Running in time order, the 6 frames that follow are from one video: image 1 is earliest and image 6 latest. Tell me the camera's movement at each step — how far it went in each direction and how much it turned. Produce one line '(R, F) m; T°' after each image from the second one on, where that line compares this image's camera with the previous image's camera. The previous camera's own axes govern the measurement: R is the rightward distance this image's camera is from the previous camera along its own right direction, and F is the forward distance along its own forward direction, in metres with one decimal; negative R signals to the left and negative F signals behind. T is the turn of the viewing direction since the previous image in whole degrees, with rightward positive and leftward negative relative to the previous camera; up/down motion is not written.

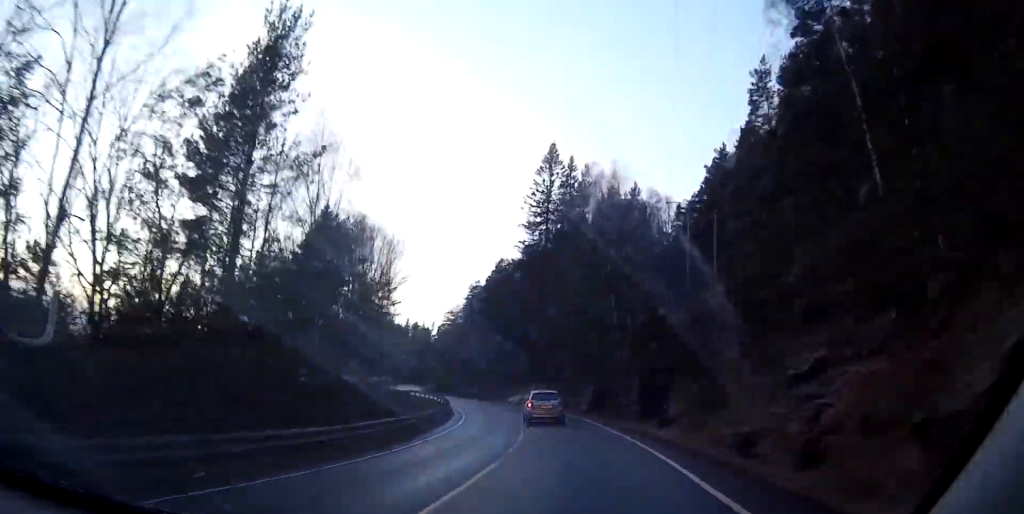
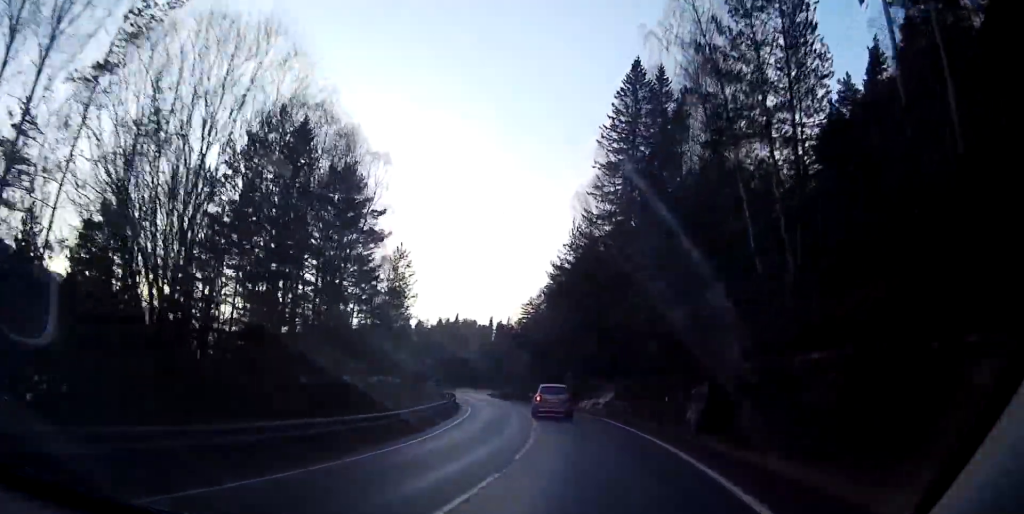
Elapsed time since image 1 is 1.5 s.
(-2.3, +27.6) m; -8°
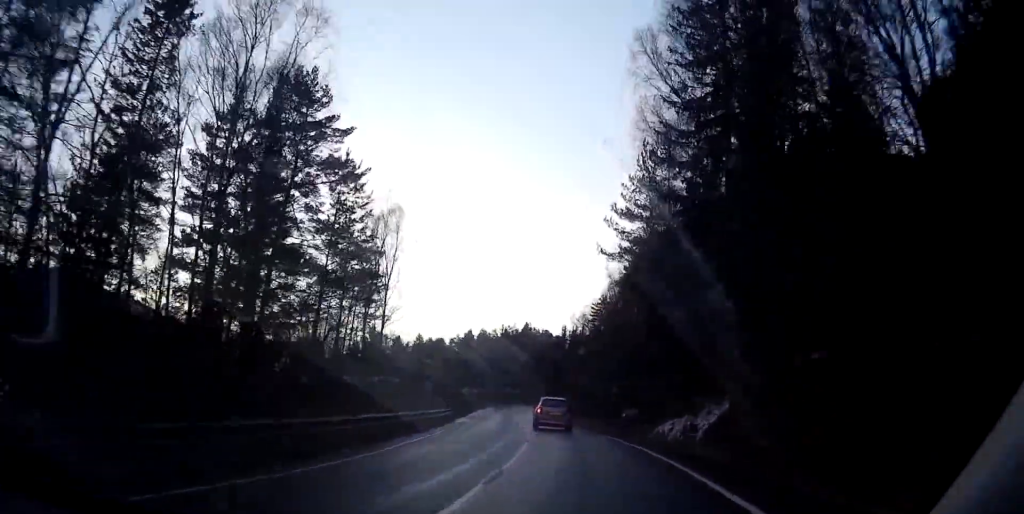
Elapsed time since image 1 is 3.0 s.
(-1.4, +25.6) m; -8°
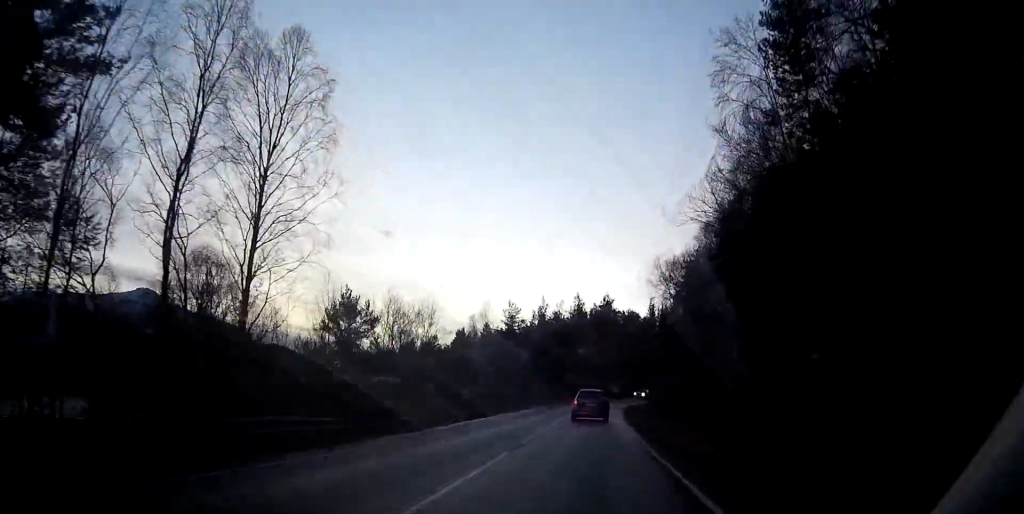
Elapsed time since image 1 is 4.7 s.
(-2.1, +29.6) m; -7°
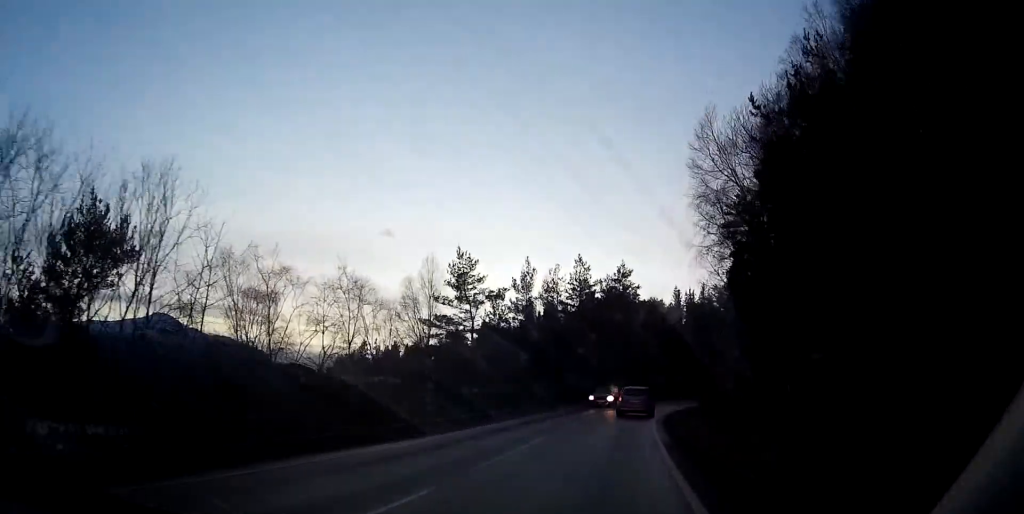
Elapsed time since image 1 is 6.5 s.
(-2.0, +29.0) m; -5°
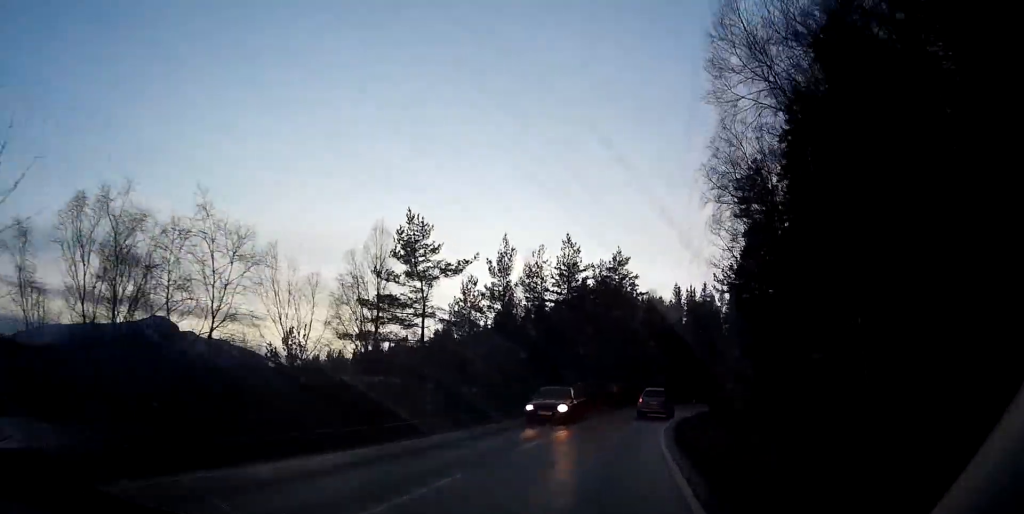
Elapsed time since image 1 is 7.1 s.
(-0.2, +10.0) m; +1°
